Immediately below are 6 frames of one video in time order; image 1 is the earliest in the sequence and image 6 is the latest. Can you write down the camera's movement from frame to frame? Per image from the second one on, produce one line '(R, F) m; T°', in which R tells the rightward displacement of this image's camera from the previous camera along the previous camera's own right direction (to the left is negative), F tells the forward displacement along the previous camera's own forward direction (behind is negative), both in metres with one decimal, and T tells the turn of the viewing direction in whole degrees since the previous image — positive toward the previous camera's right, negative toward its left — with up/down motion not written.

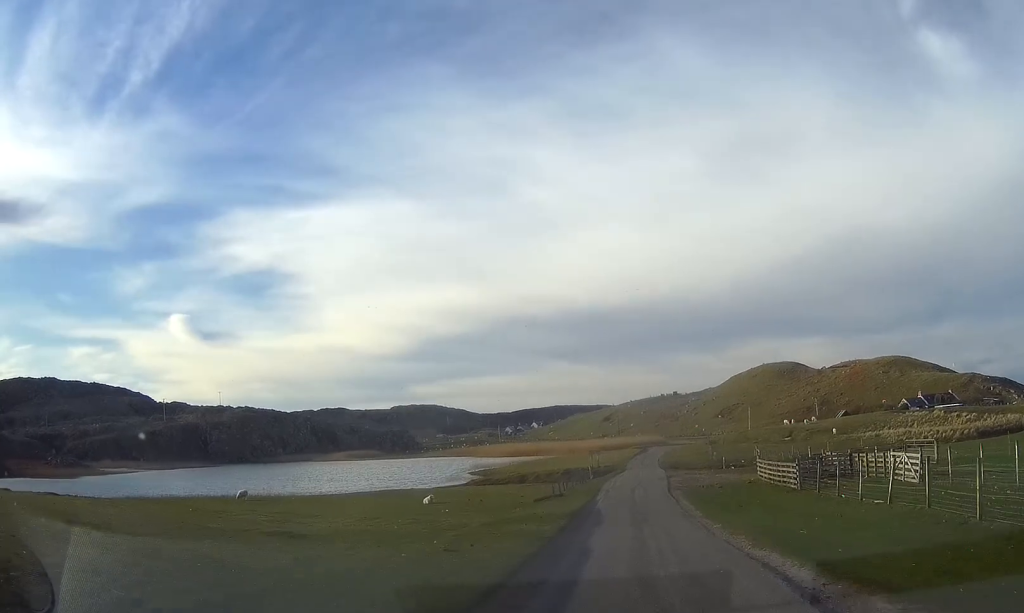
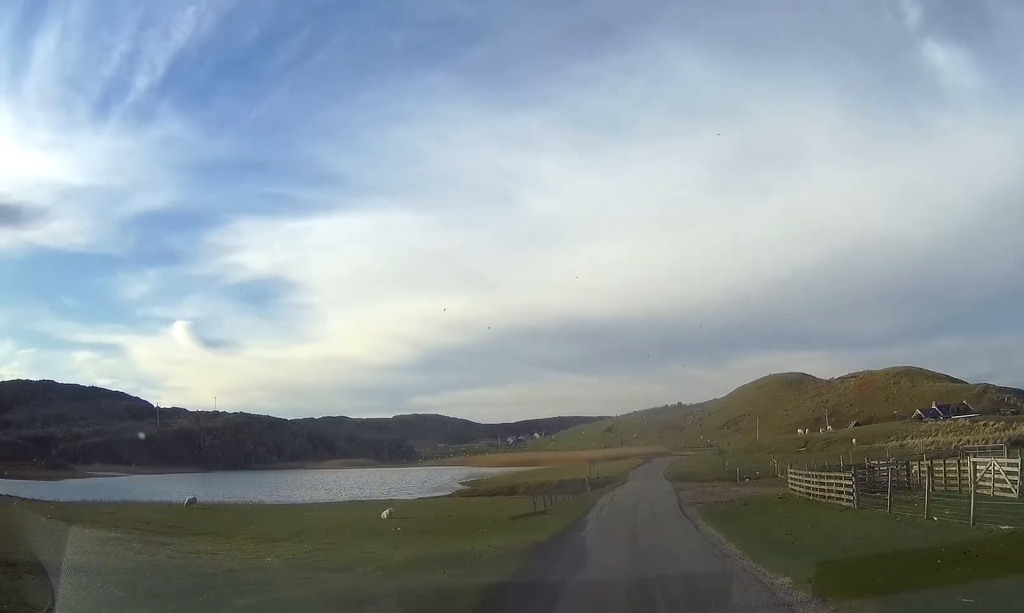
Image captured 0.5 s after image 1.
(0.0, +7.5) m; 0°
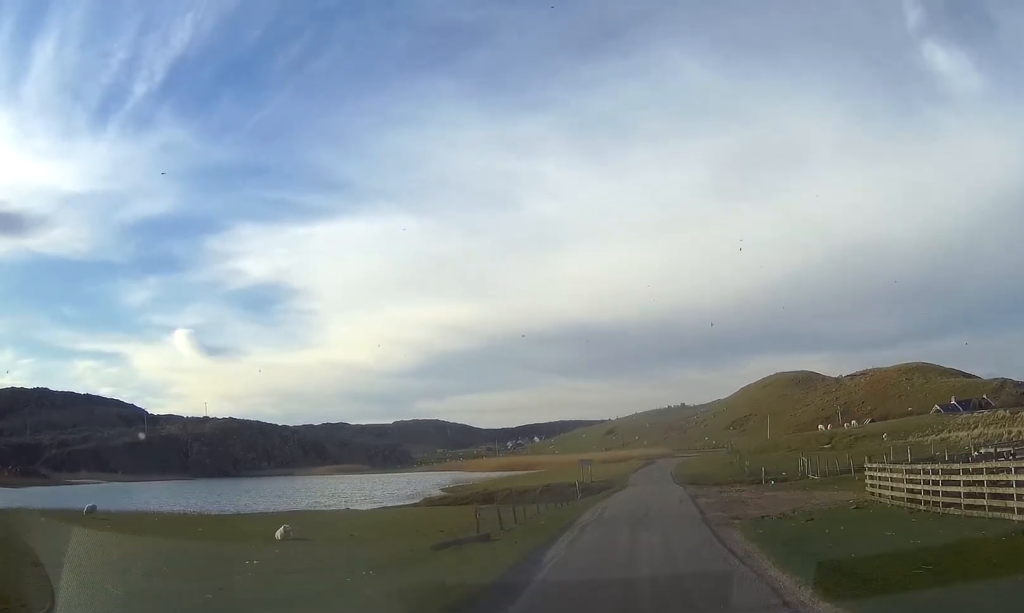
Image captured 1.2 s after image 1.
(0.0, +11.0) m; 0°
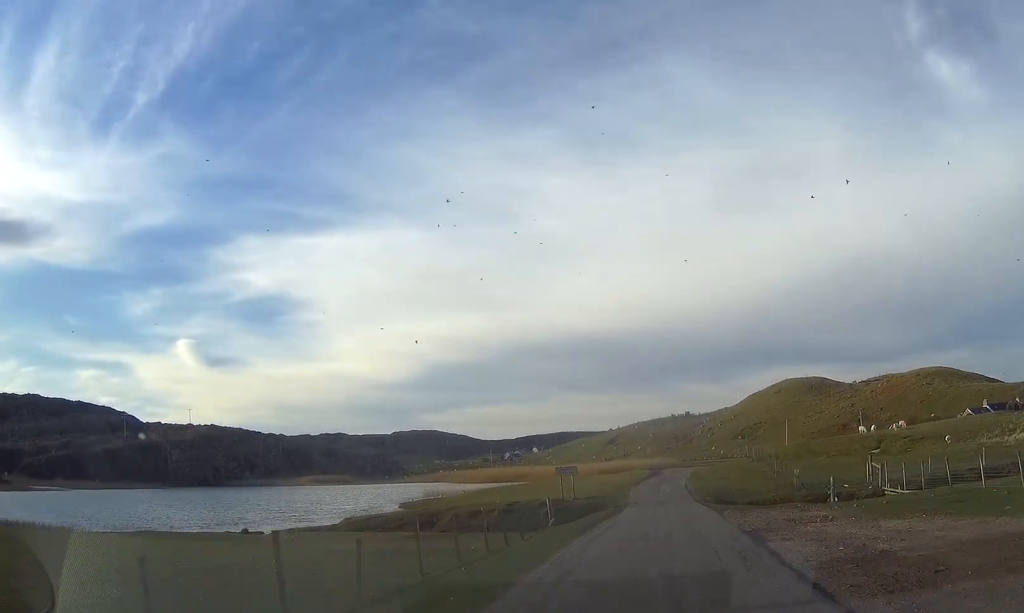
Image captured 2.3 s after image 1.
(0.0, +16.5) m; 0°
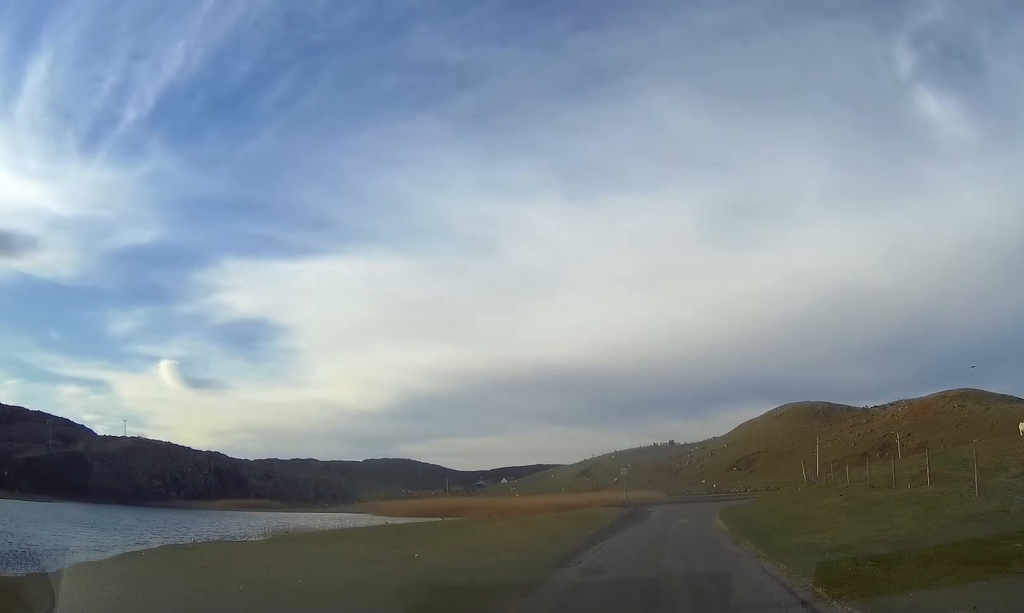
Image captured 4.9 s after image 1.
(+0.5, +38.1) m; +2°
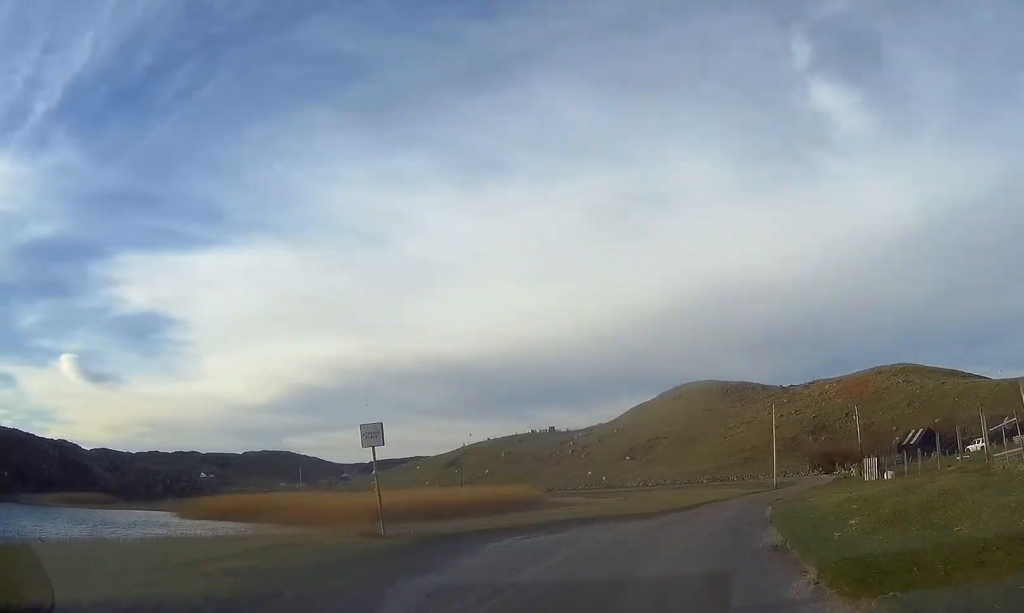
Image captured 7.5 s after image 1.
(+2.3, +34.6) m; +9°
